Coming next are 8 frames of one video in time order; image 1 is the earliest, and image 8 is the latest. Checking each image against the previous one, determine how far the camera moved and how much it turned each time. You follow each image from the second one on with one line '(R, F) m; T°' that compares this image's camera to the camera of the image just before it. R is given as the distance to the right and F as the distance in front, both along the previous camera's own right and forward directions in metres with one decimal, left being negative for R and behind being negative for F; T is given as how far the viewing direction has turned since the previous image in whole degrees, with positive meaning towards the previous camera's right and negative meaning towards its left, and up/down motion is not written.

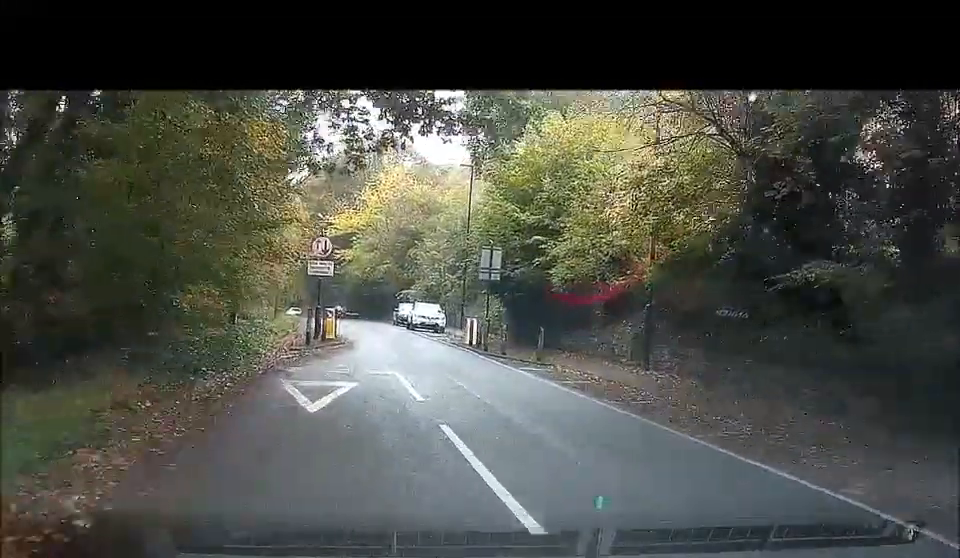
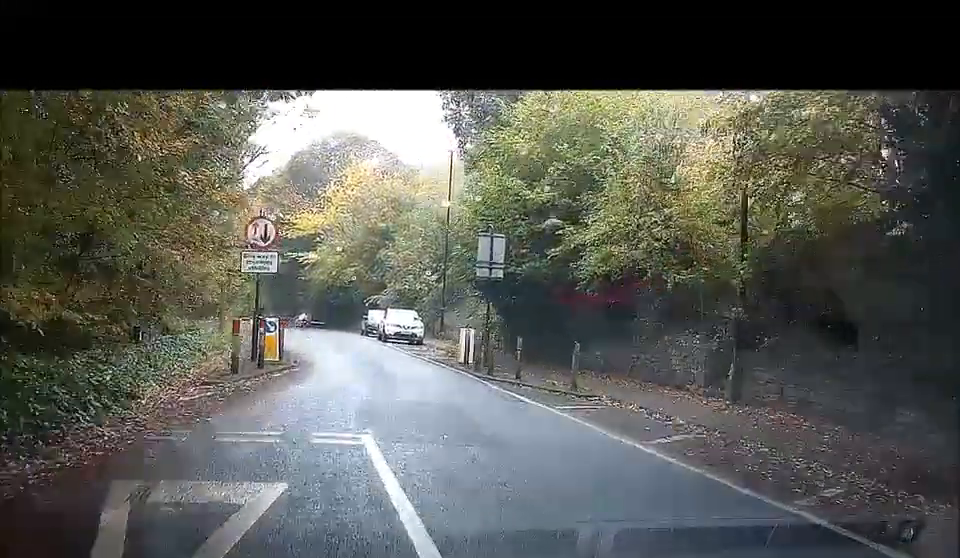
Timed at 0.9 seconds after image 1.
(-0.2, +6.9) m; +2°
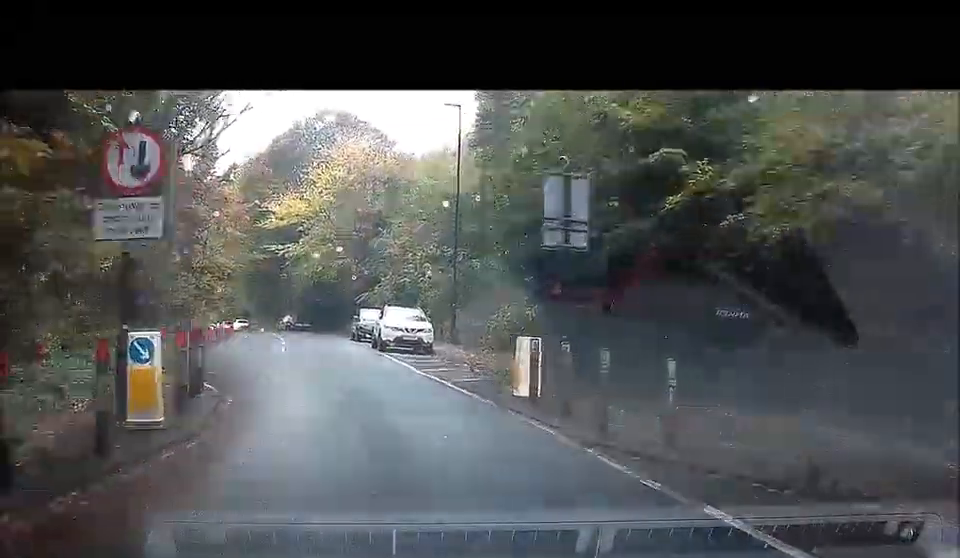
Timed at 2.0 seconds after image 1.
(+0.6, +8.9) m; +3°
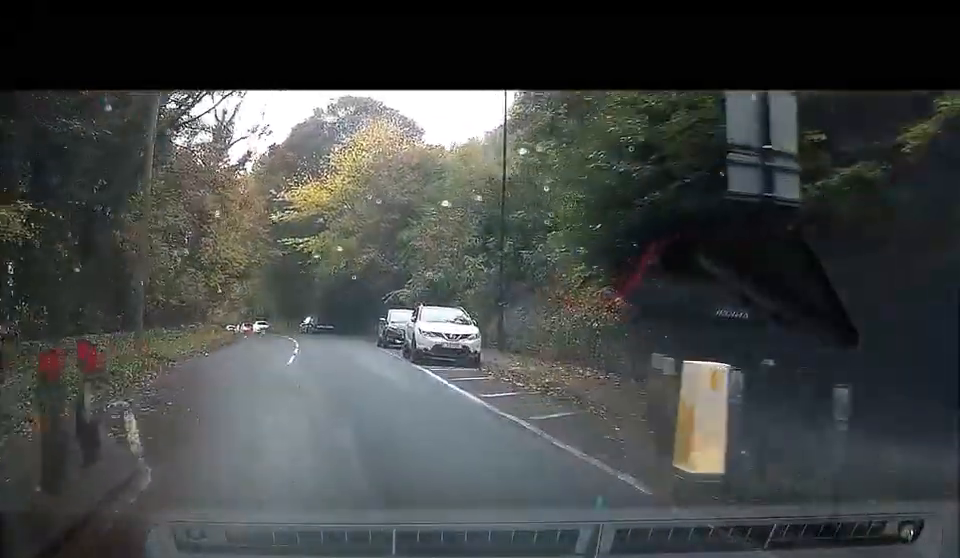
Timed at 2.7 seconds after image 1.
(-0.2, +5.3) m; 0°
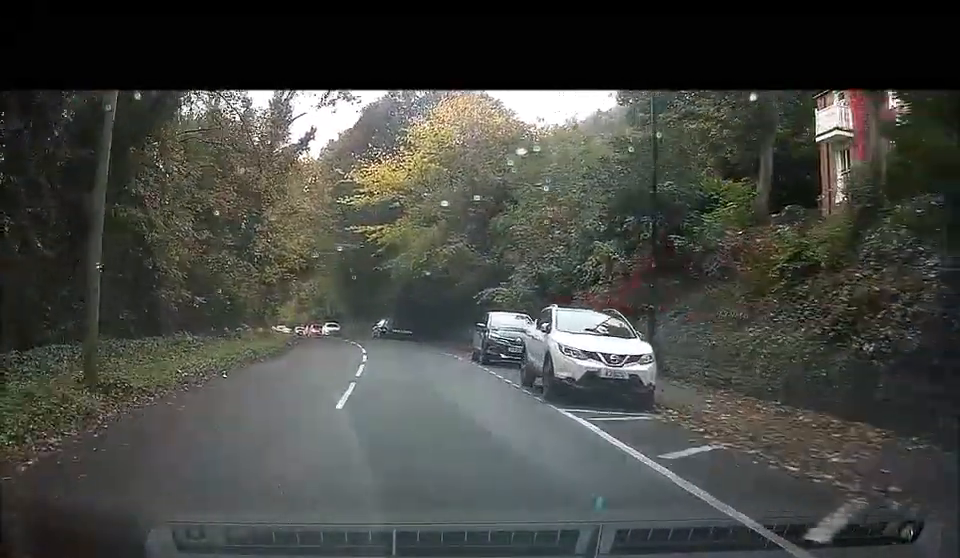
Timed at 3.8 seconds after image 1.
(+0.3, +8.0) m; -1°
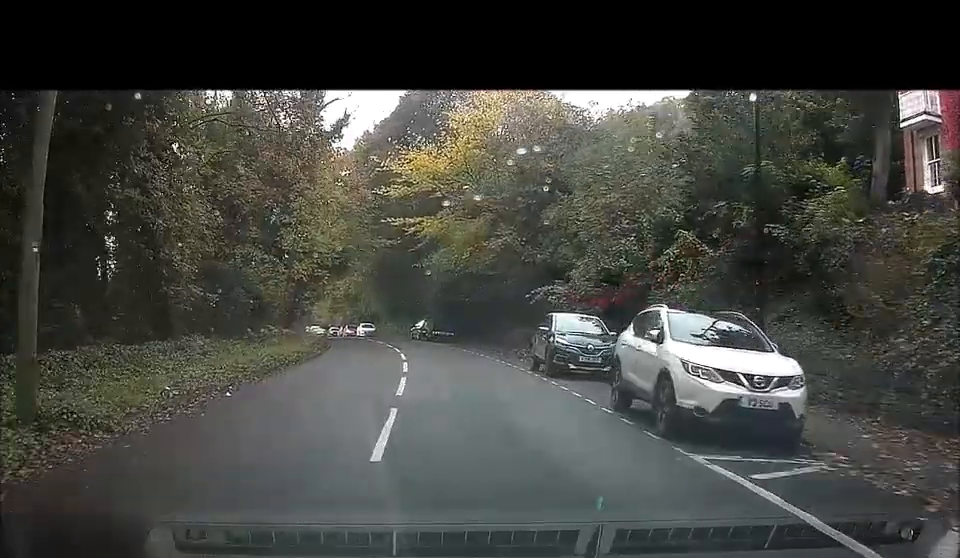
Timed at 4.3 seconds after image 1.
(-0.2, +3.7) m; -2°
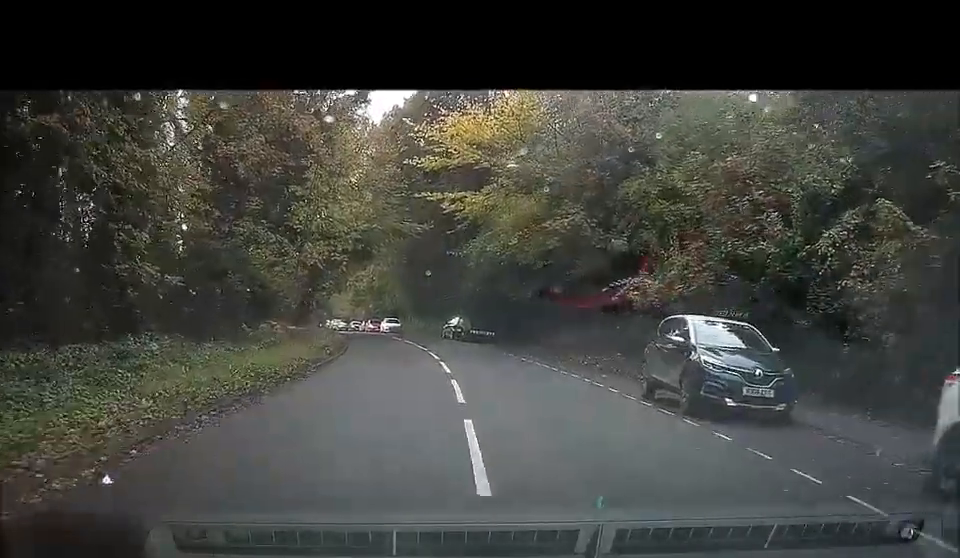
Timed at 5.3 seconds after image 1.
(-0.2, +7.1) m; -3°
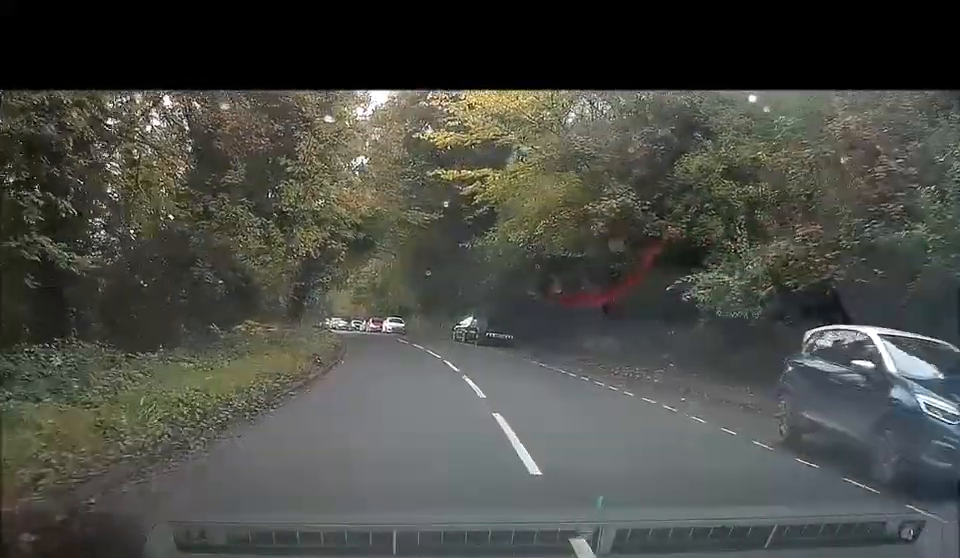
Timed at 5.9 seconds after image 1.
(0.0, +4.9) m; -2°
